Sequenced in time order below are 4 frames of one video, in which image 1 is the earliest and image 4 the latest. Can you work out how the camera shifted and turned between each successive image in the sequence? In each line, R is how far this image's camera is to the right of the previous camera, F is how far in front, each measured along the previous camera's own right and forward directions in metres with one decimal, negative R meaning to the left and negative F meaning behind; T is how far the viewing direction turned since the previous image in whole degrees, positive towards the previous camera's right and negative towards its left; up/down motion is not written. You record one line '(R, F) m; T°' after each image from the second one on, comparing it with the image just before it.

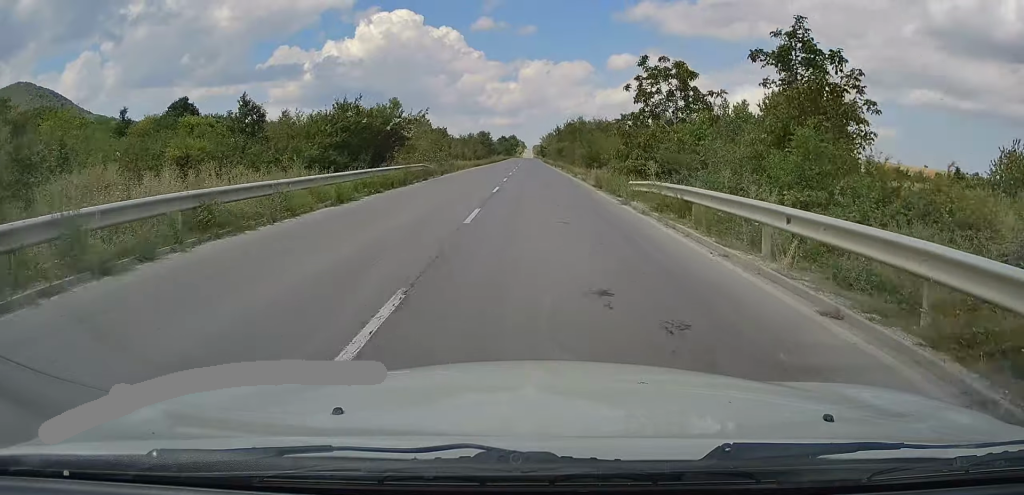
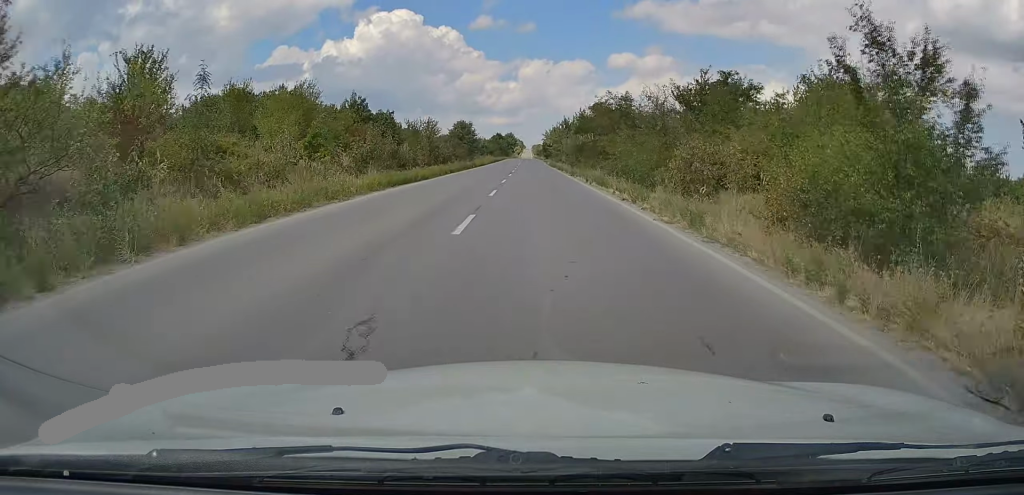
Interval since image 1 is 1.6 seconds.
(+0.3, +38.1) m; +1°
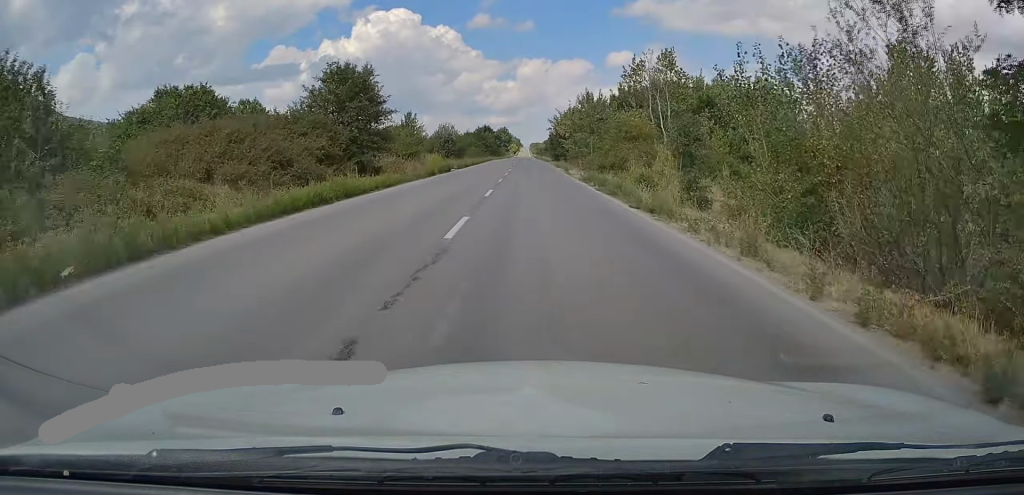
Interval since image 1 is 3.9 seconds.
(-0.6, +54.7) m; 0°
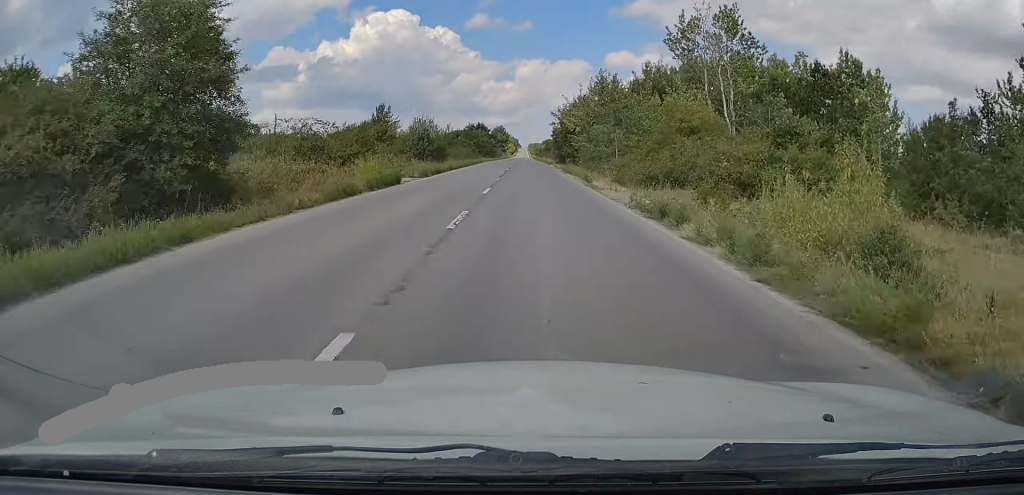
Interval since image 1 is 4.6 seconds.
(+0.2, +16.7) m; 0°
